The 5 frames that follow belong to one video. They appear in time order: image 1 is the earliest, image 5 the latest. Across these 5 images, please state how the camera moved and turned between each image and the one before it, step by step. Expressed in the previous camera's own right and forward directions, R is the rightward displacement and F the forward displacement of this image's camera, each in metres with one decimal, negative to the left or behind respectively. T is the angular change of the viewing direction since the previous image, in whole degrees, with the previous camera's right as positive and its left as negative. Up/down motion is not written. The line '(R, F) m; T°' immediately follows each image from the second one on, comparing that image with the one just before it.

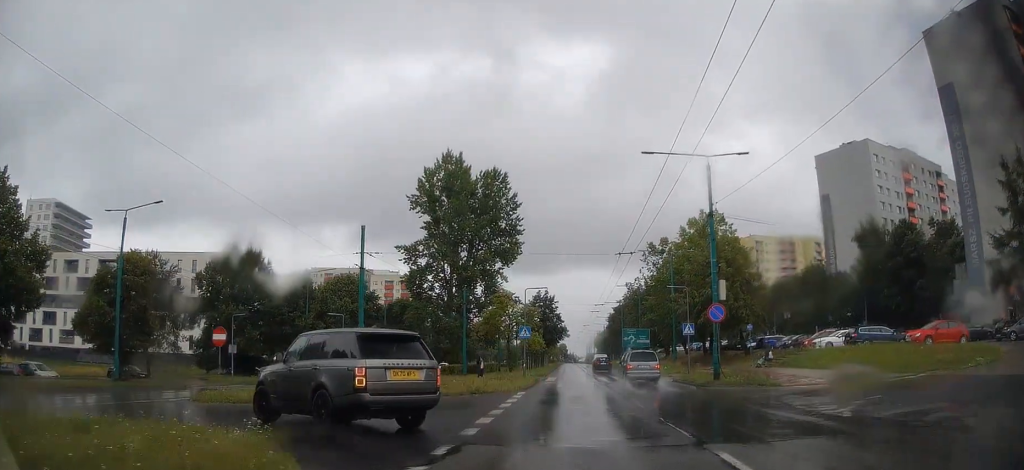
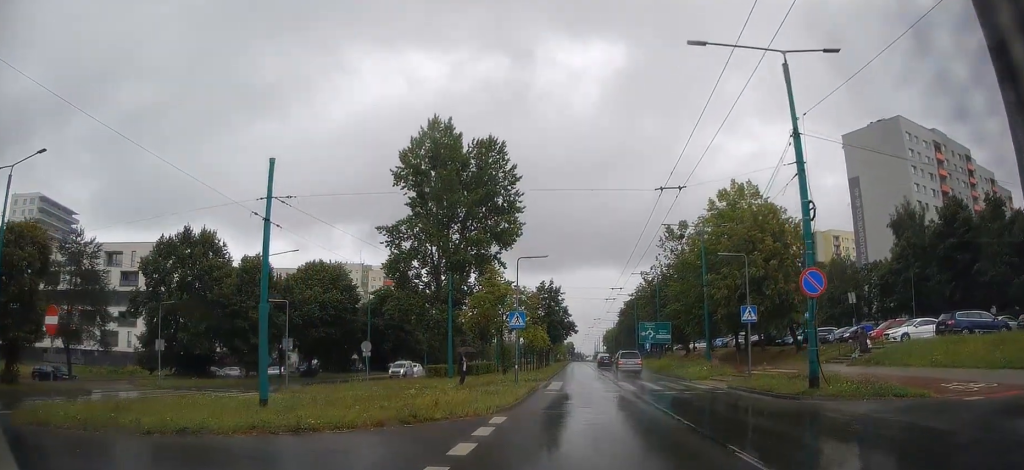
(+0.3, +9.1) m; -2°
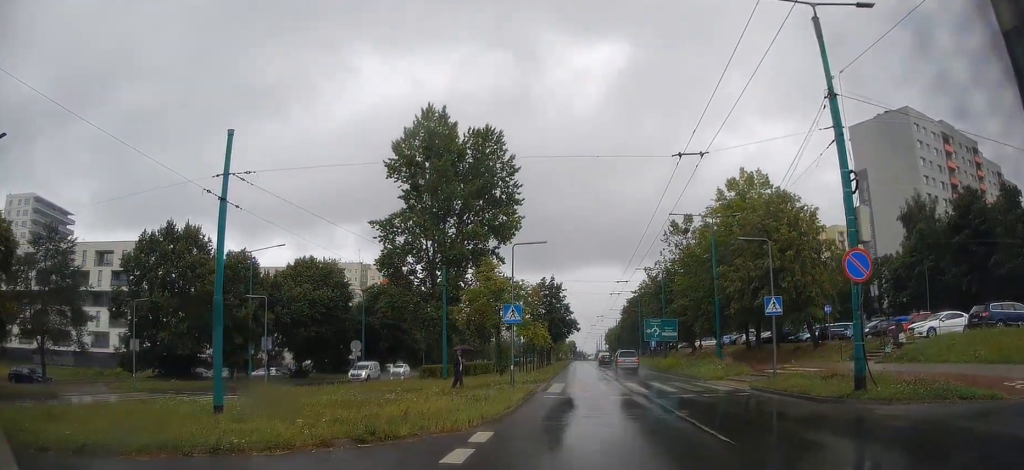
(-0.2, +2.2) m; -2°
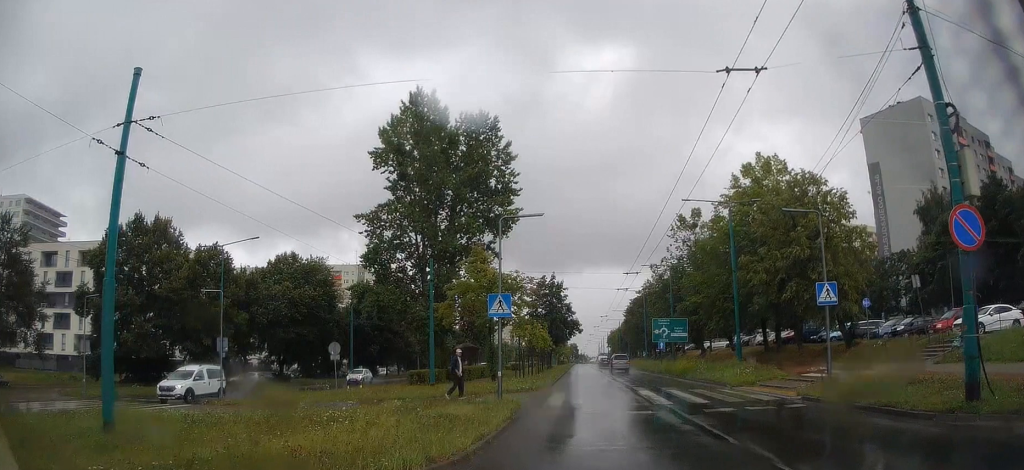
(0.0, +4.0) m; +2°
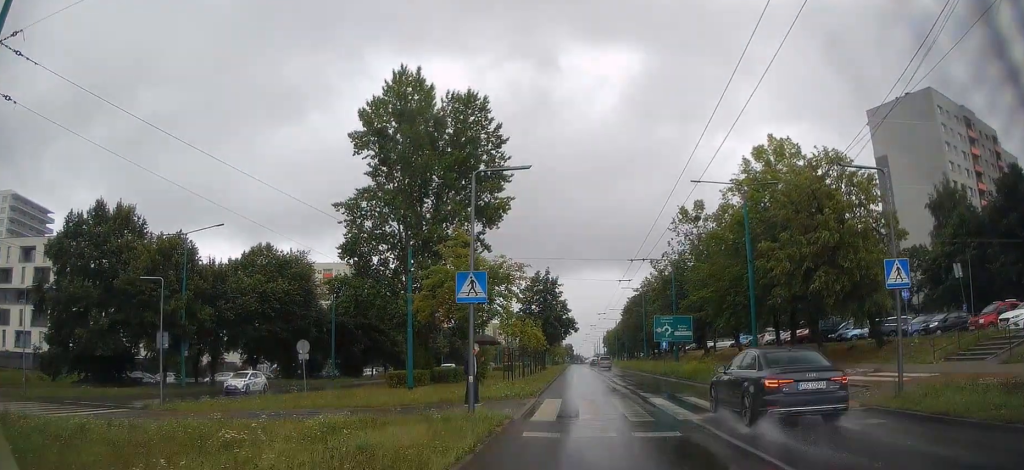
(+0.2, +3.6) m; +3°
